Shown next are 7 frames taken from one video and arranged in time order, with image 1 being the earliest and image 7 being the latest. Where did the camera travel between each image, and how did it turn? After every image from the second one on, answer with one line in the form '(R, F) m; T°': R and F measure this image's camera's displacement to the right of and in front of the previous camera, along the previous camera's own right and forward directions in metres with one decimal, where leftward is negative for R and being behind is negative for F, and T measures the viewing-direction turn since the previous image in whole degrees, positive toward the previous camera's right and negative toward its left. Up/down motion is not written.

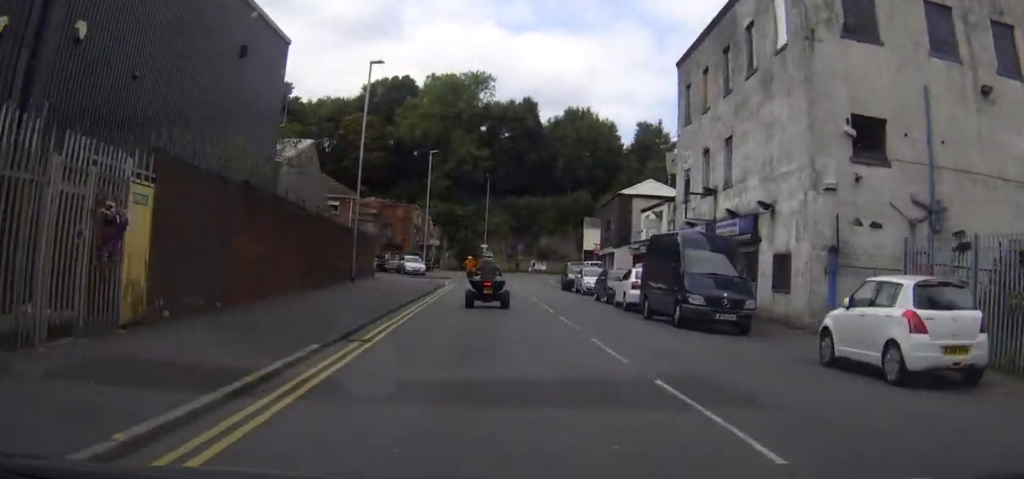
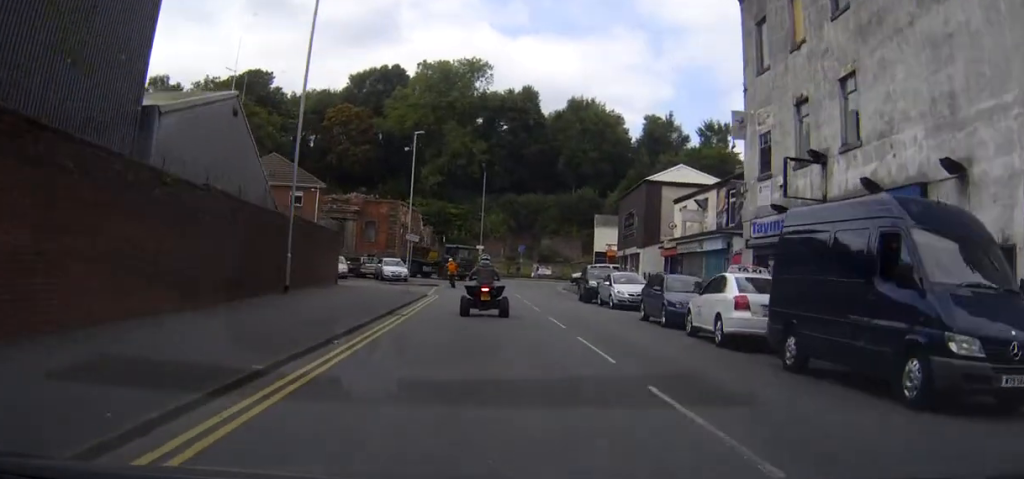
(0.0, +10.9) m; 0°
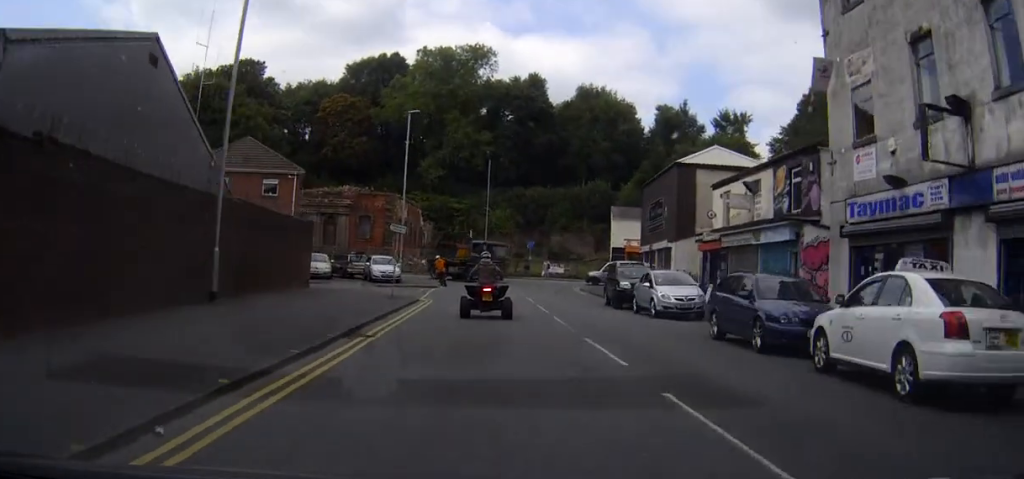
(0.0, +7.2) m; 0°
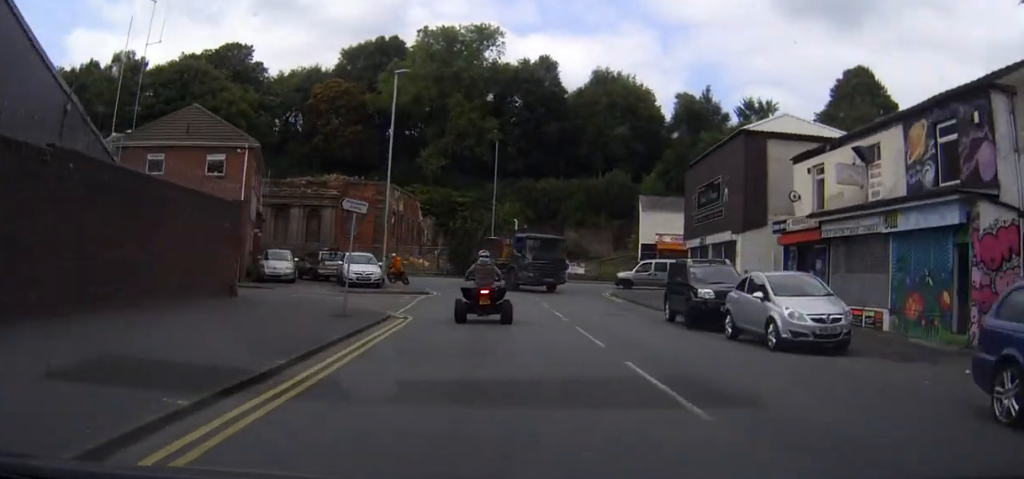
(-0.1, +10.2) m; 0°
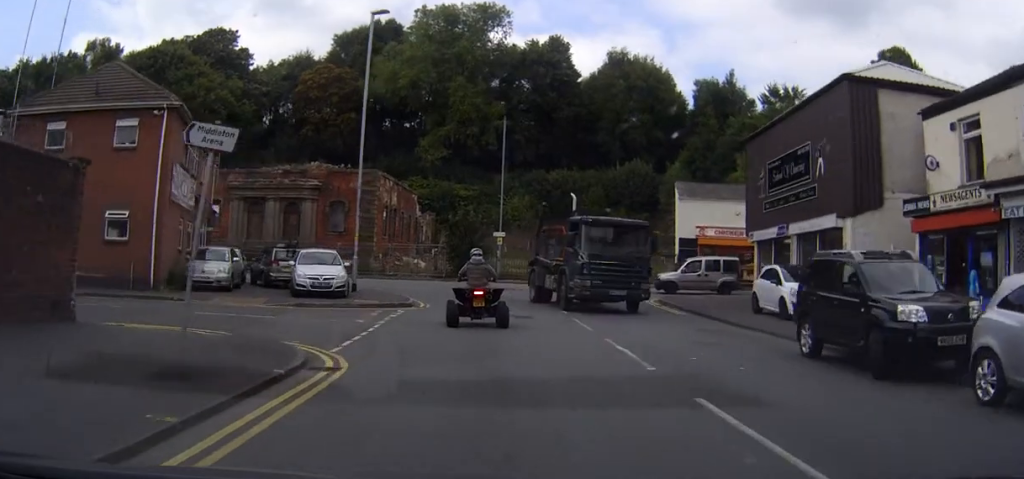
(+0.1, +9.6) m; +1°
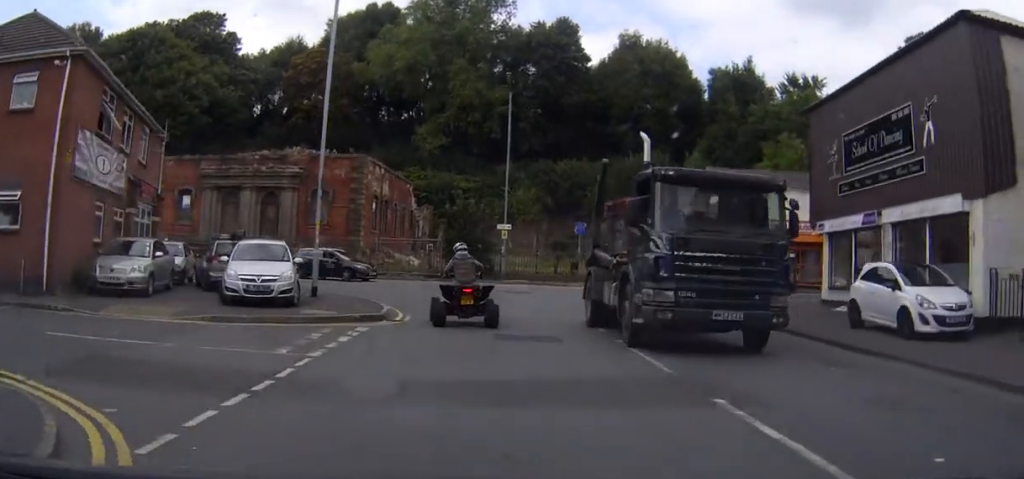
(0.0, +6.7) m; 0°
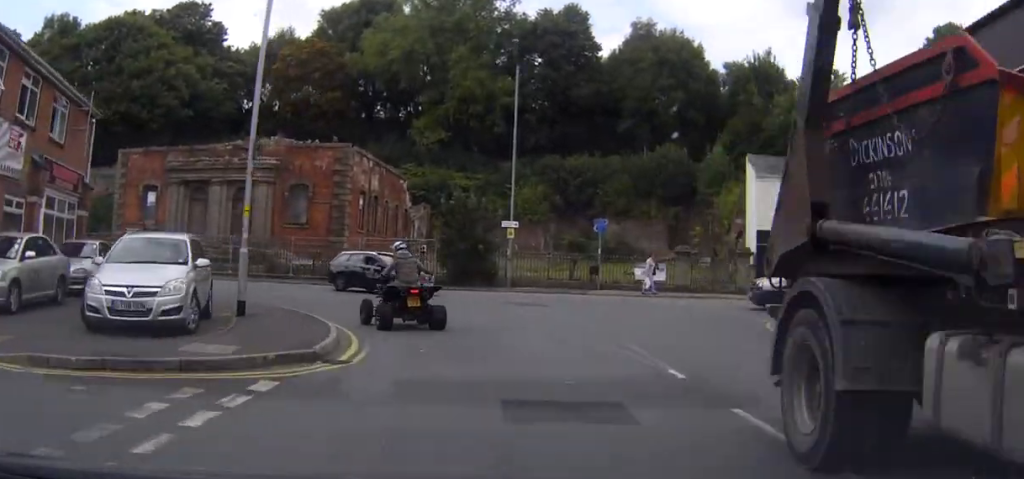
(0.0, +6.5) m; -1°
